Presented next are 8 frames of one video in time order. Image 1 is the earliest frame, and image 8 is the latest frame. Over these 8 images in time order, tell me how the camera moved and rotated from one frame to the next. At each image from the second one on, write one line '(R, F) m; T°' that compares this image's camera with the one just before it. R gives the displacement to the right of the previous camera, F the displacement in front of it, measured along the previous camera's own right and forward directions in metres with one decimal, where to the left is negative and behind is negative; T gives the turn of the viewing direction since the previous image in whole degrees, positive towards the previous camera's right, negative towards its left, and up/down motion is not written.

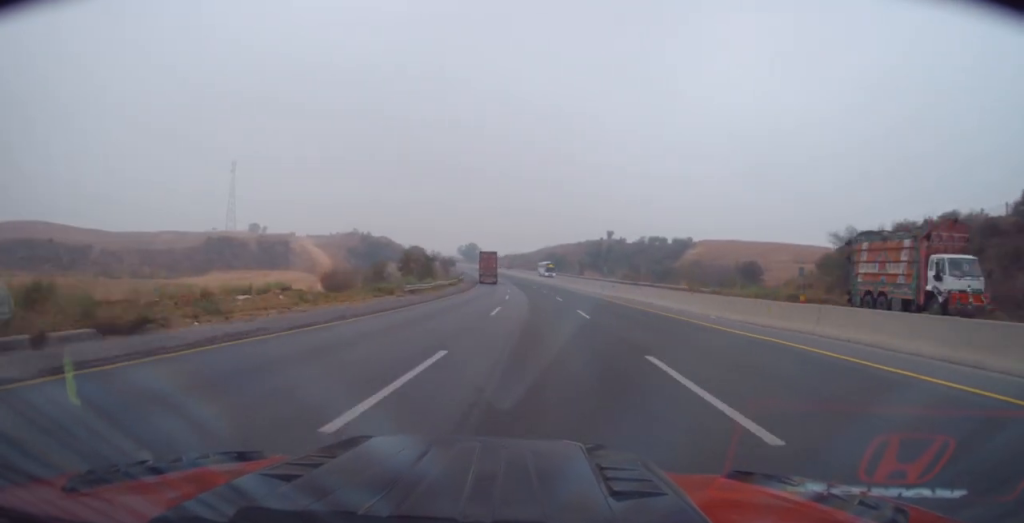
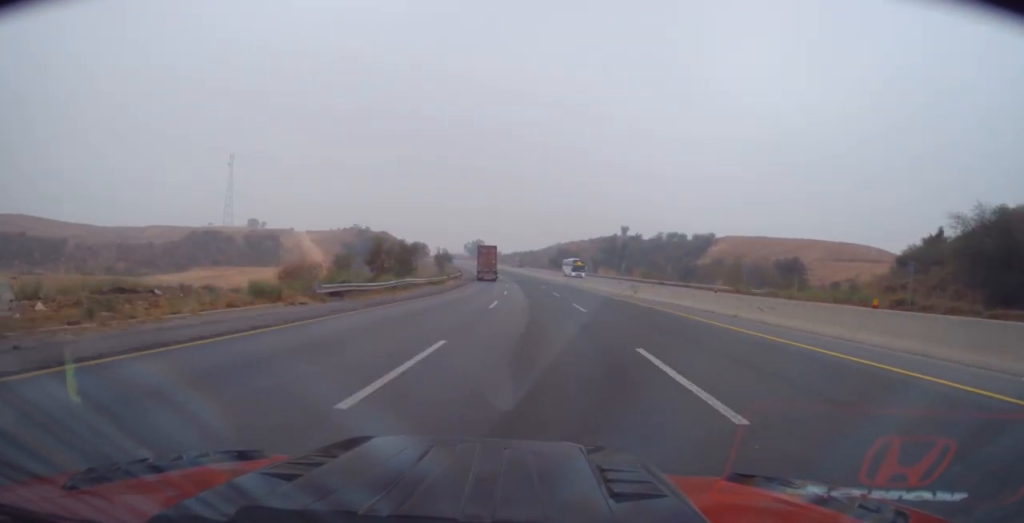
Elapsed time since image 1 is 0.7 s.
(0.0, +17.5) m; -1°
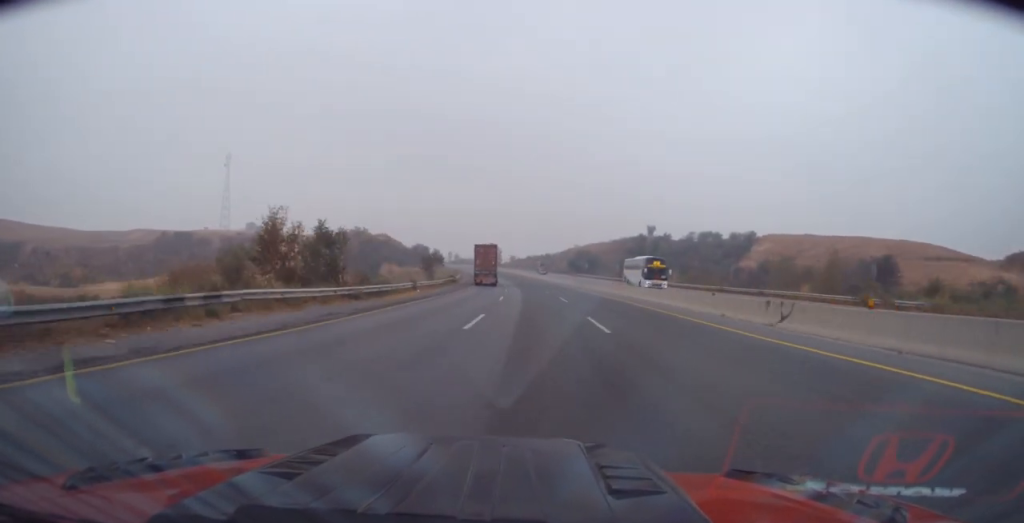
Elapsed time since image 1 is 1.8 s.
(-0.3, +25.8) m; -2°
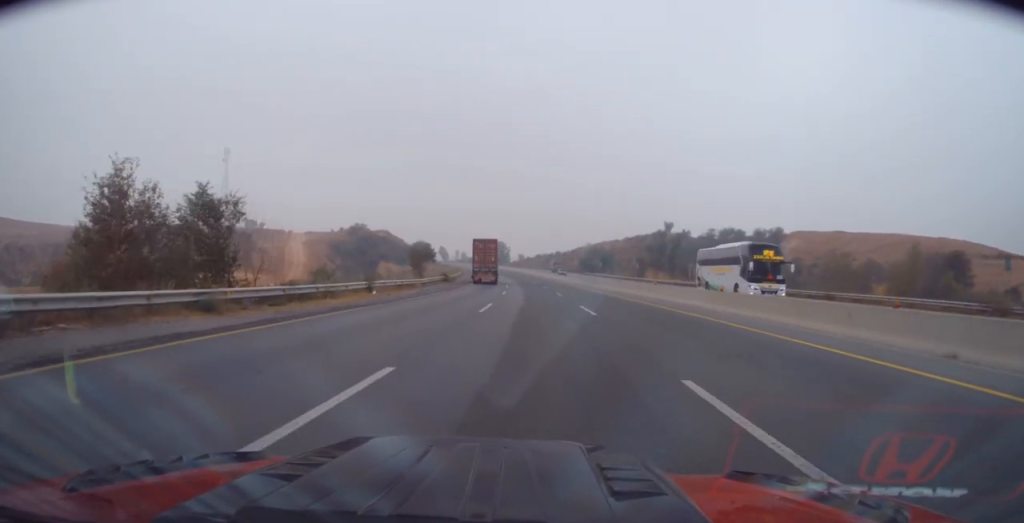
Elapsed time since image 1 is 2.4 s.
(-0.4, +13.9) m; -2°
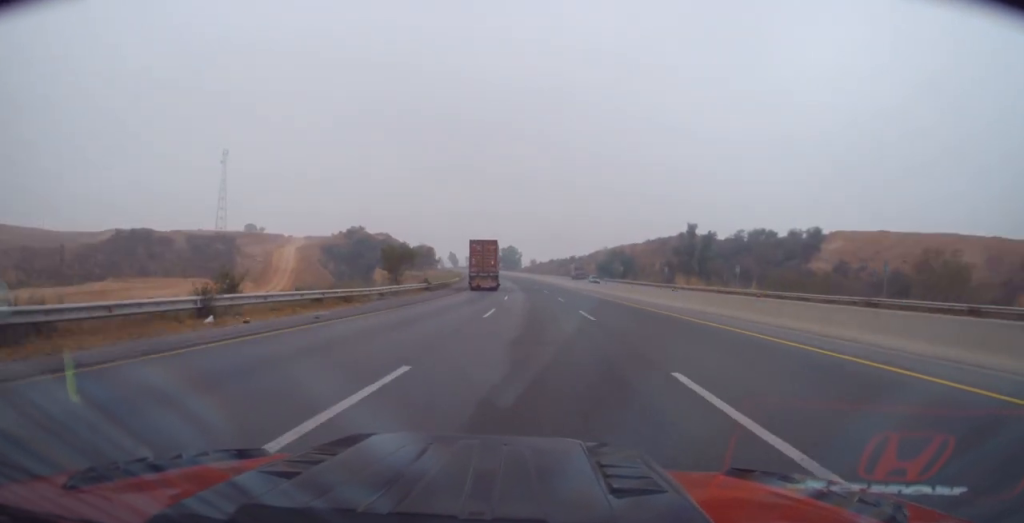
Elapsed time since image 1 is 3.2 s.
(0.0, +16.8) m; 0°
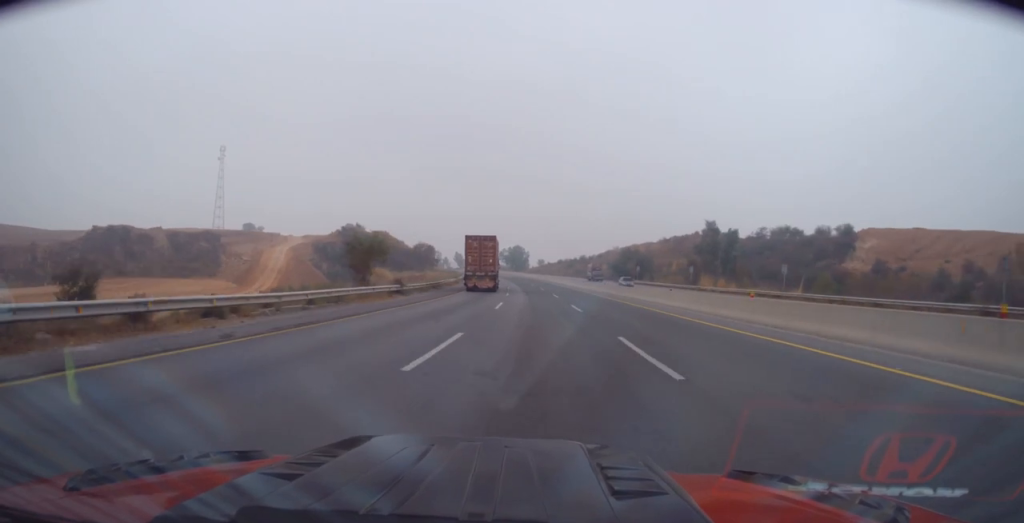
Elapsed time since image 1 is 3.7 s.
(0.0, +12.2) m; 0°
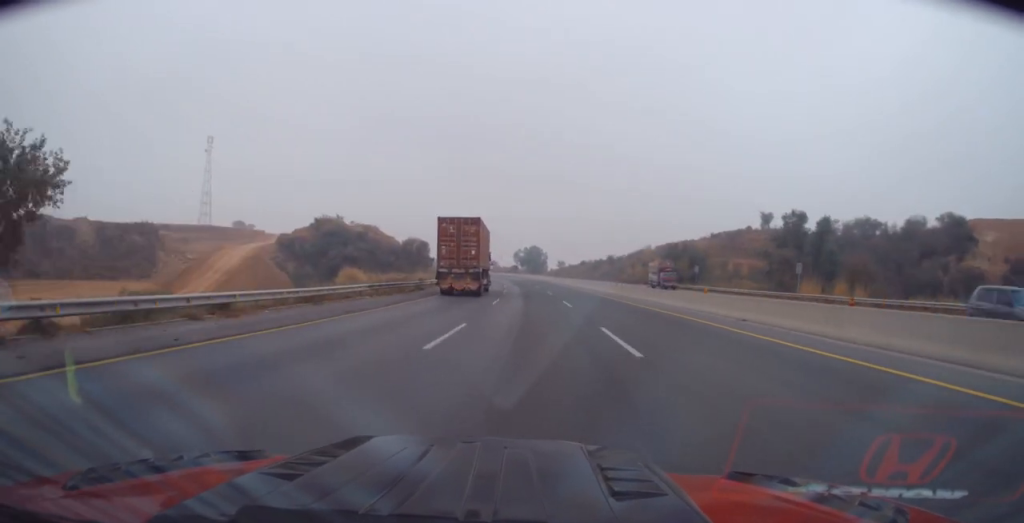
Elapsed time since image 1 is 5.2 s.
(-0.5, +33.4) m; -2°
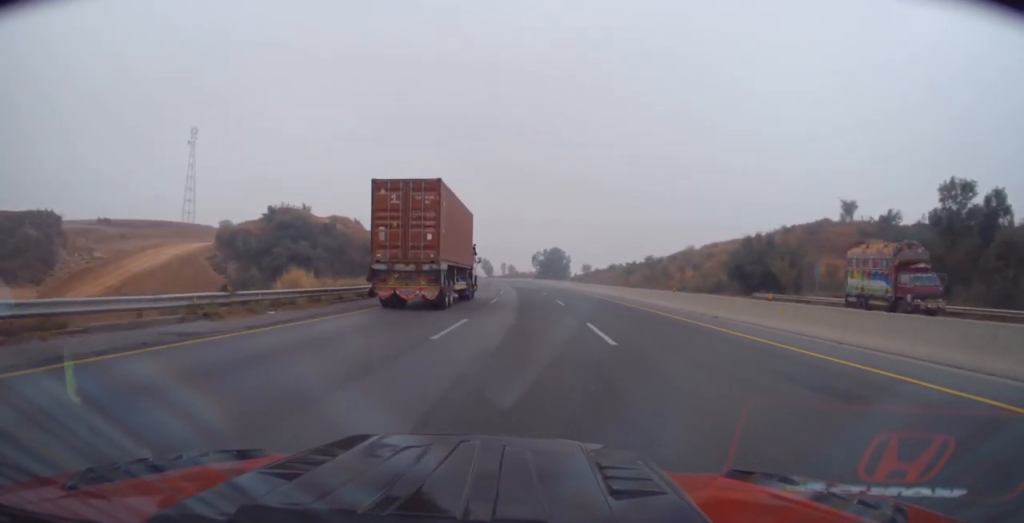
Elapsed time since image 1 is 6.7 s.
(-0.5, +33.7) m; -2°
